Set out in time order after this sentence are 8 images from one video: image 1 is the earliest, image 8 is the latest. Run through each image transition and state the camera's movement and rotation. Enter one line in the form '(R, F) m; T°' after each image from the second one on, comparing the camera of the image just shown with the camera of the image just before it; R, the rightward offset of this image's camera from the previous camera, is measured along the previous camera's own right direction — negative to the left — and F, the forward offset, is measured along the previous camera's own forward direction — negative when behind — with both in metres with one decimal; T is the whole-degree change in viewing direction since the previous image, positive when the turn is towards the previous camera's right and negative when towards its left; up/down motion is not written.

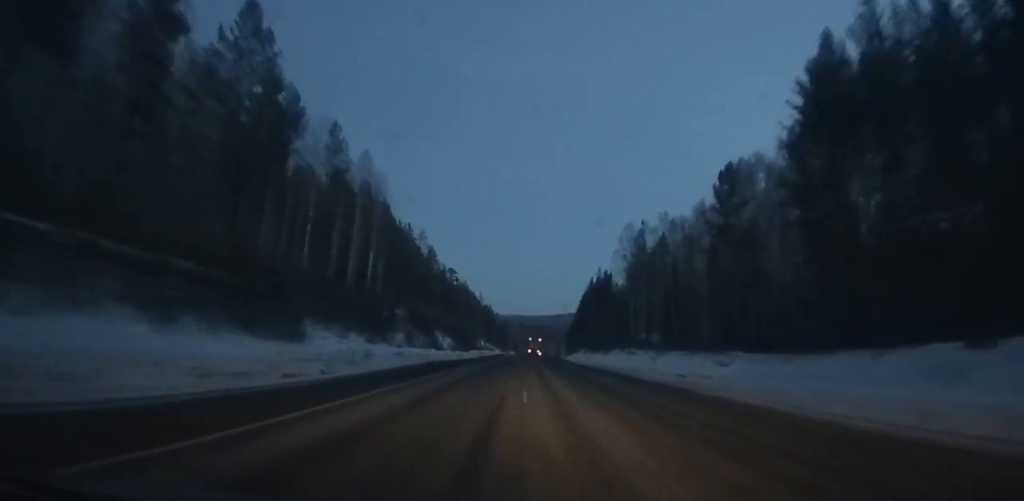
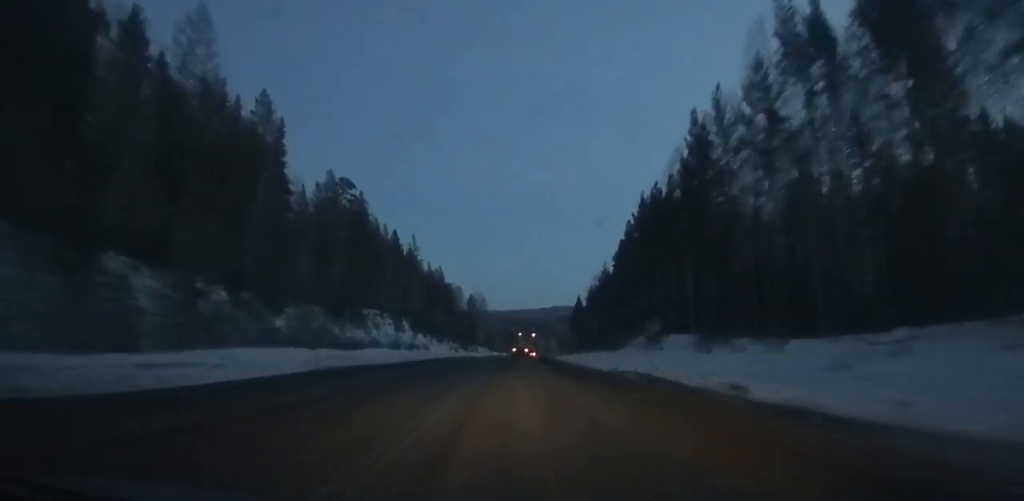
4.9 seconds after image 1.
(+1.4, +102.1) m; +1°
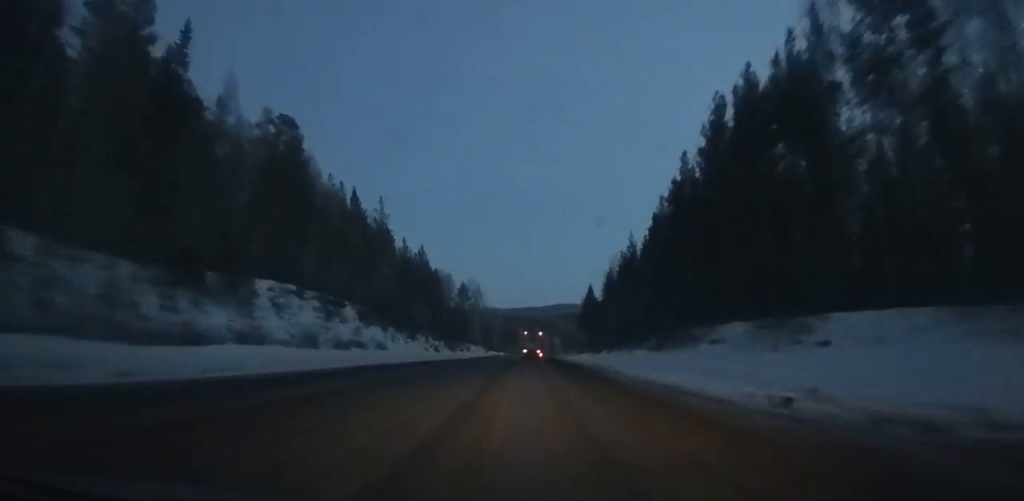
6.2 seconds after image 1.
(0.0, +25.4) m; 0°
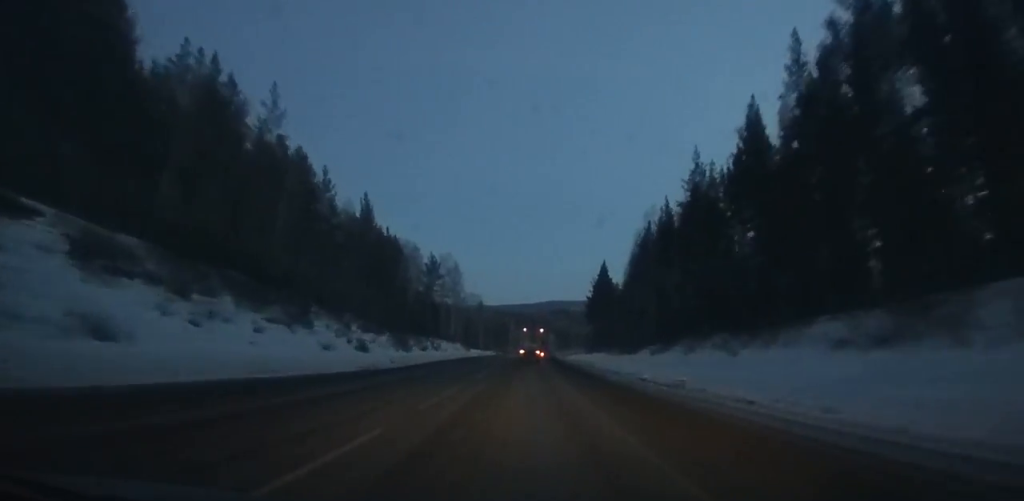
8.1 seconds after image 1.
(0.0, +36.8) m; 0°
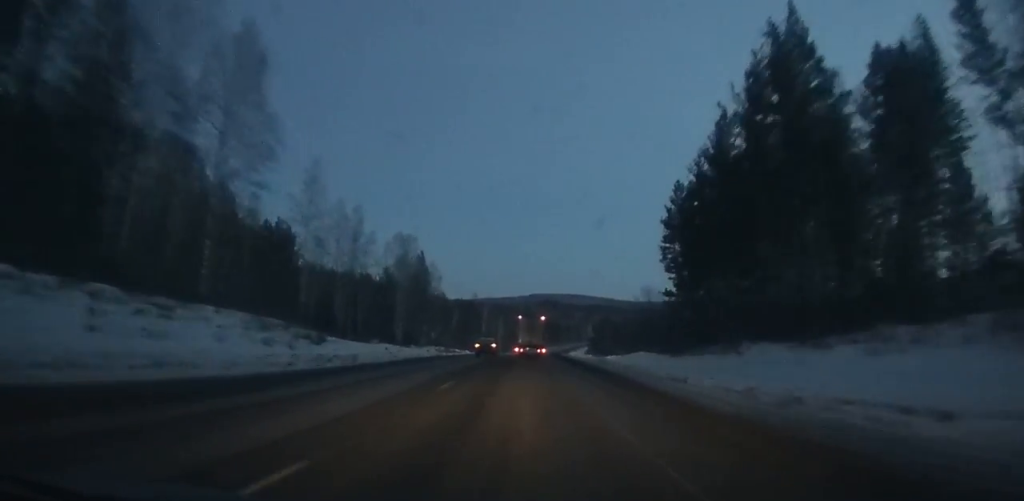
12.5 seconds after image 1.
(+1.8, +82.4) m; +2°
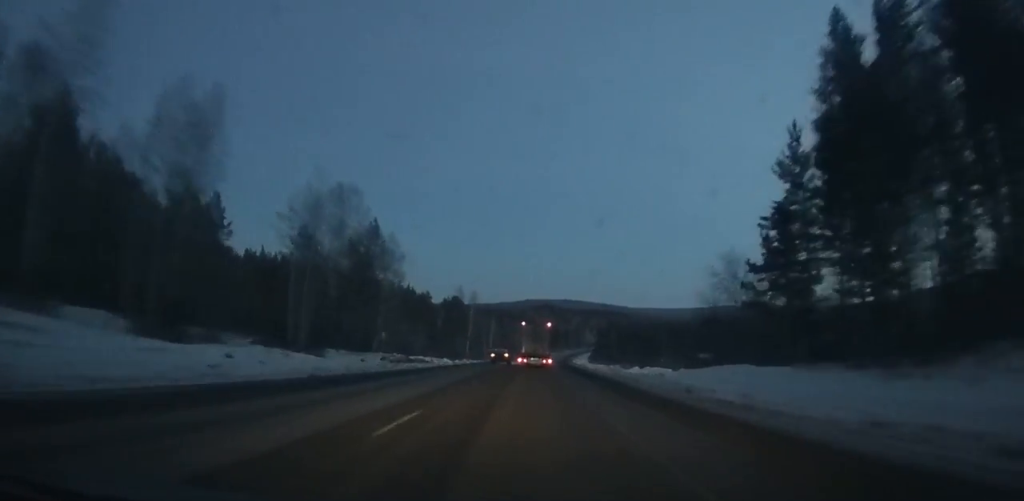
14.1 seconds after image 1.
(+0.2, +30.6) m; +1°
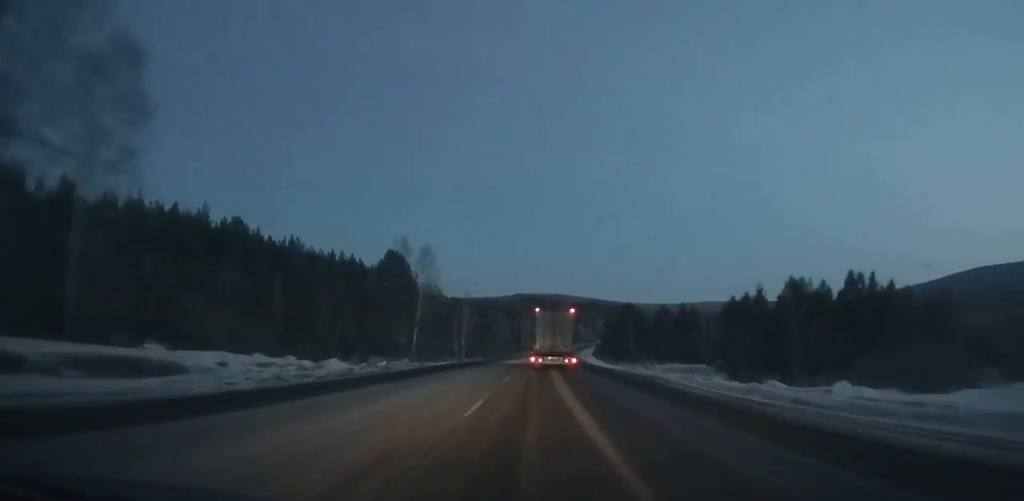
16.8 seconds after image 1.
(+0.4, +58.4) m; +1°
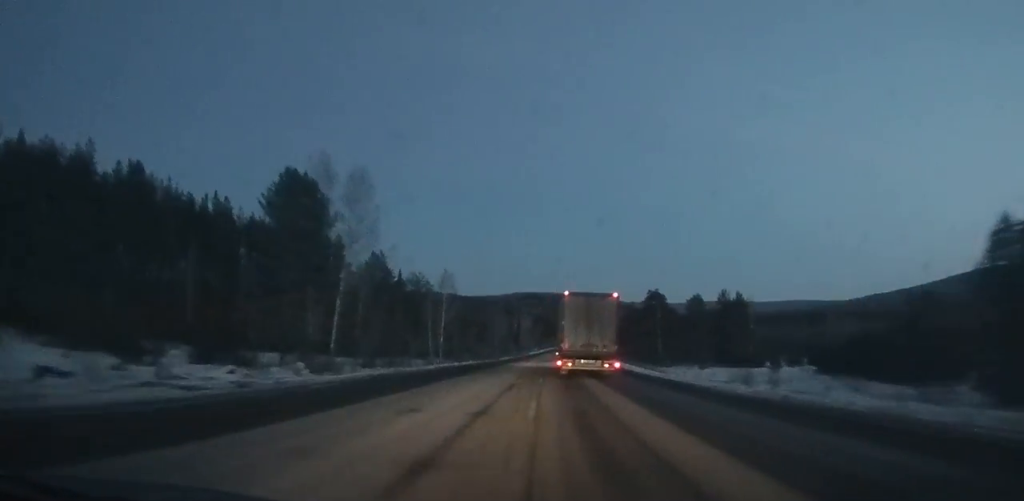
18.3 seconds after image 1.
(+0.2, +36.7) m; +1°
